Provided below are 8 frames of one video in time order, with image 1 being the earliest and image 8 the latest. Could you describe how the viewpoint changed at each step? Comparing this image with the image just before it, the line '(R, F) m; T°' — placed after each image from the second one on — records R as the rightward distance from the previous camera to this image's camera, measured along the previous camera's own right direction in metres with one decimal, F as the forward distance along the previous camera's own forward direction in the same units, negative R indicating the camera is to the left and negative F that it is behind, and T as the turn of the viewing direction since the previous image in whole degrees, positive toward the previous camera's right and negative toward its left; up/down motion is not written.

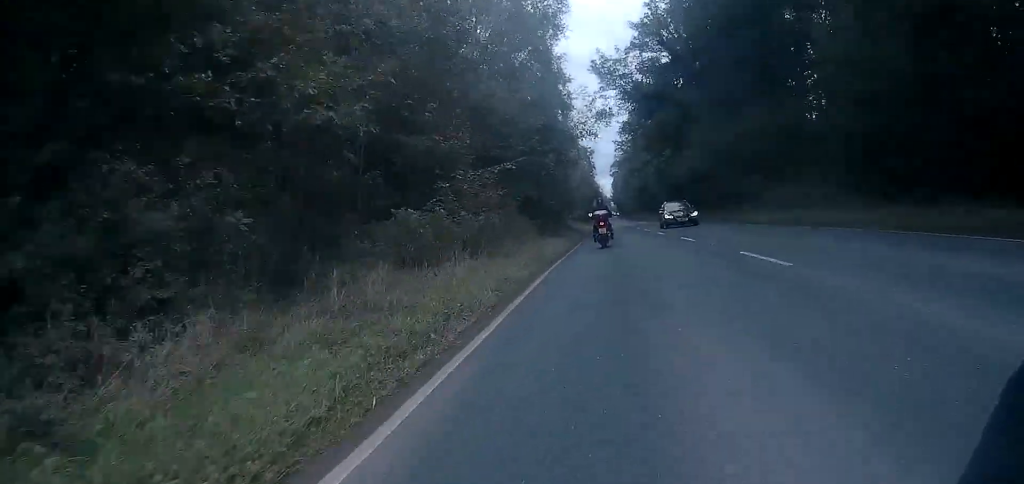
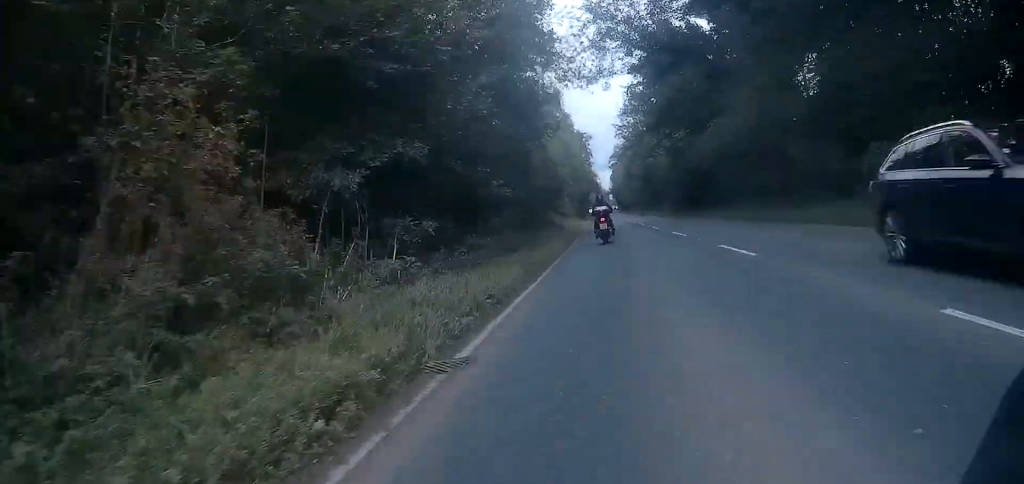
(0.0, +15.7) m; 0°
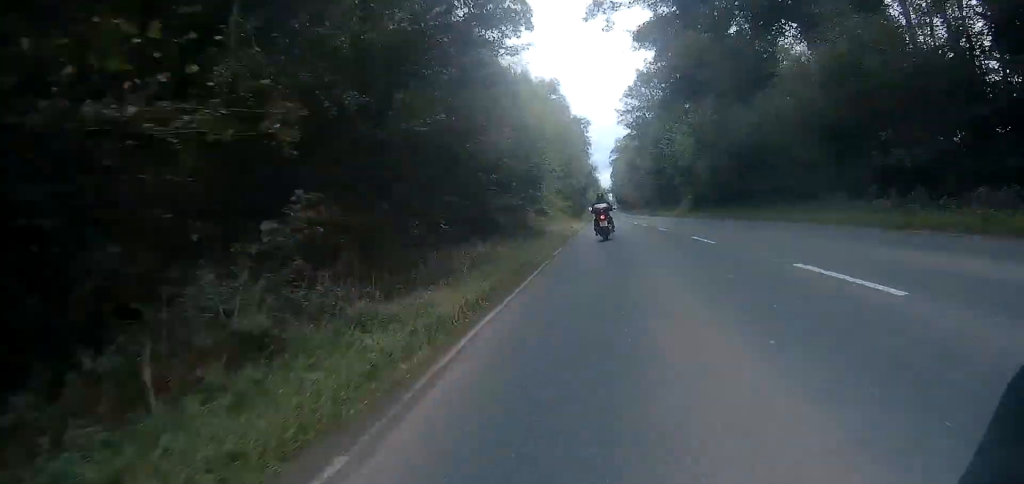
(0.0, +14.1) m; 0°
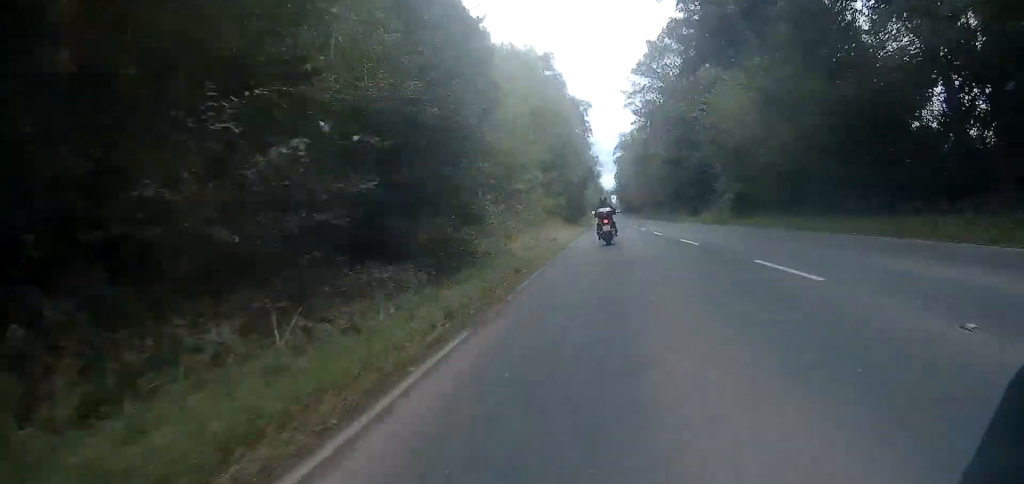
(-0.1, +15.9) m; 0°
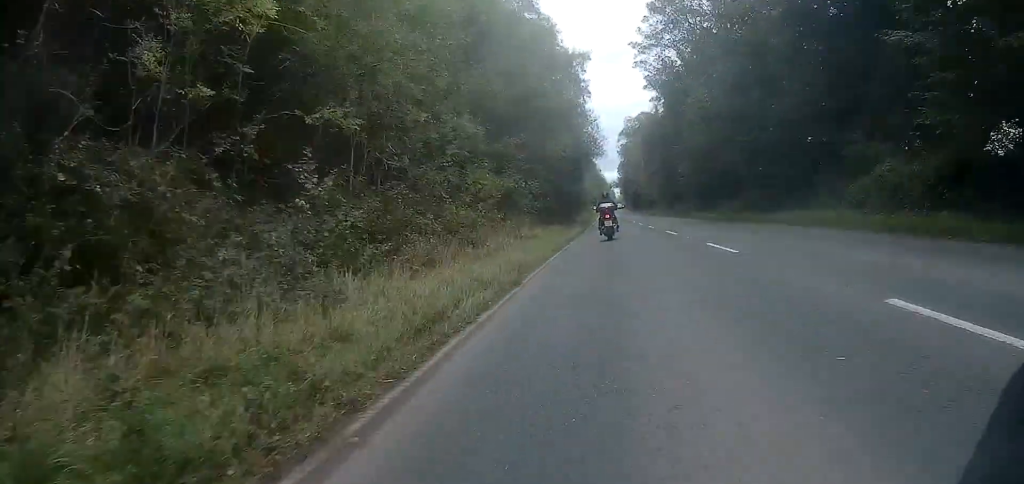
(-0.1, +22.6) m; 0°
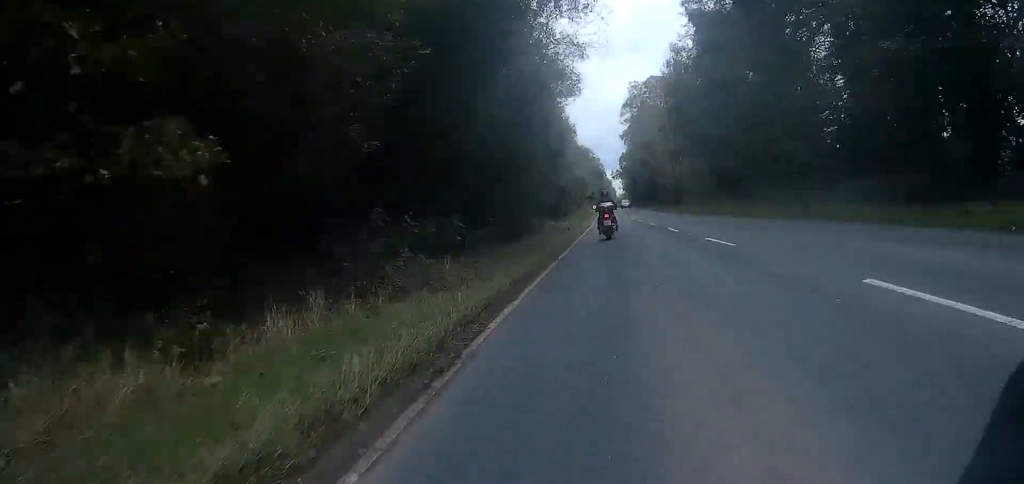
(0.0, +35.8) m; 0°
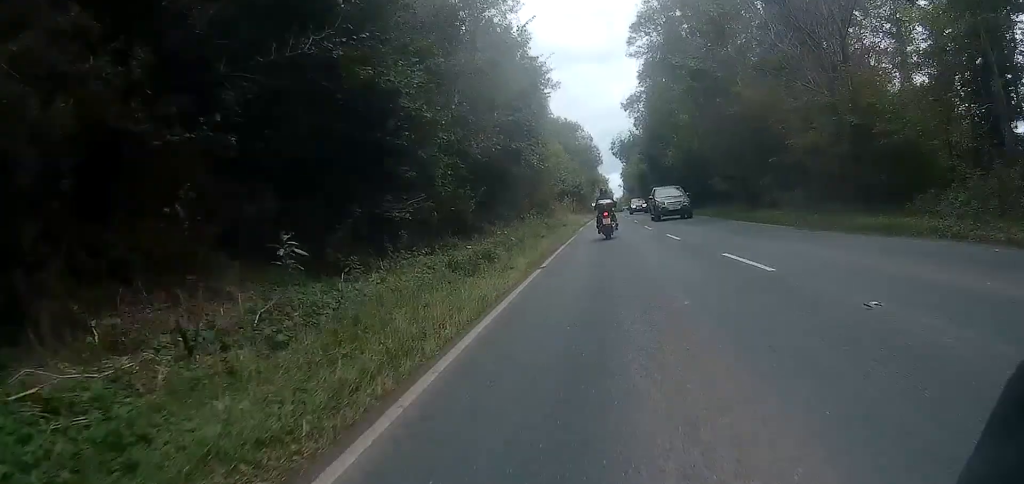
(+0.5, +47.6) m; 0°
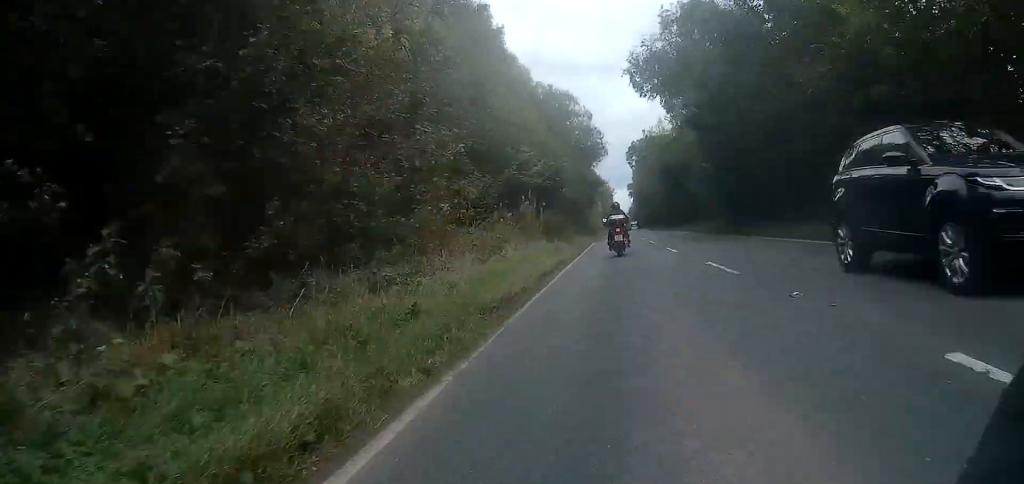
(-0.6, +33.8) m; 0°
